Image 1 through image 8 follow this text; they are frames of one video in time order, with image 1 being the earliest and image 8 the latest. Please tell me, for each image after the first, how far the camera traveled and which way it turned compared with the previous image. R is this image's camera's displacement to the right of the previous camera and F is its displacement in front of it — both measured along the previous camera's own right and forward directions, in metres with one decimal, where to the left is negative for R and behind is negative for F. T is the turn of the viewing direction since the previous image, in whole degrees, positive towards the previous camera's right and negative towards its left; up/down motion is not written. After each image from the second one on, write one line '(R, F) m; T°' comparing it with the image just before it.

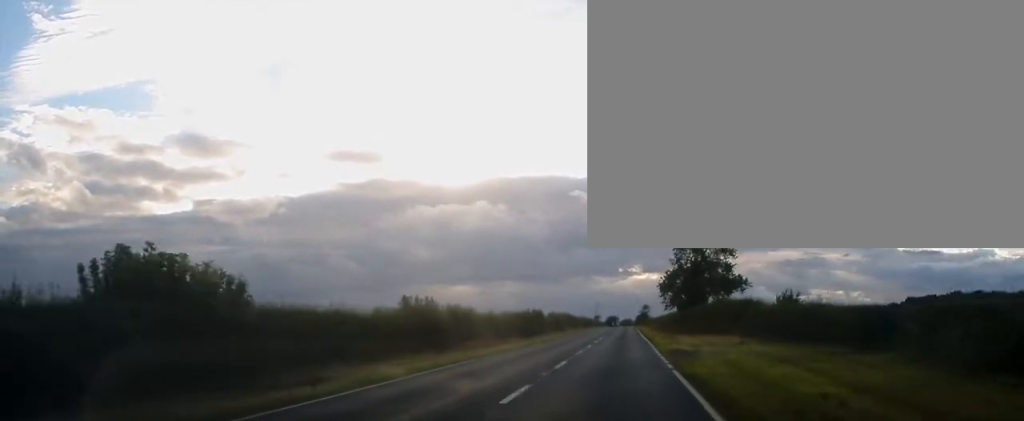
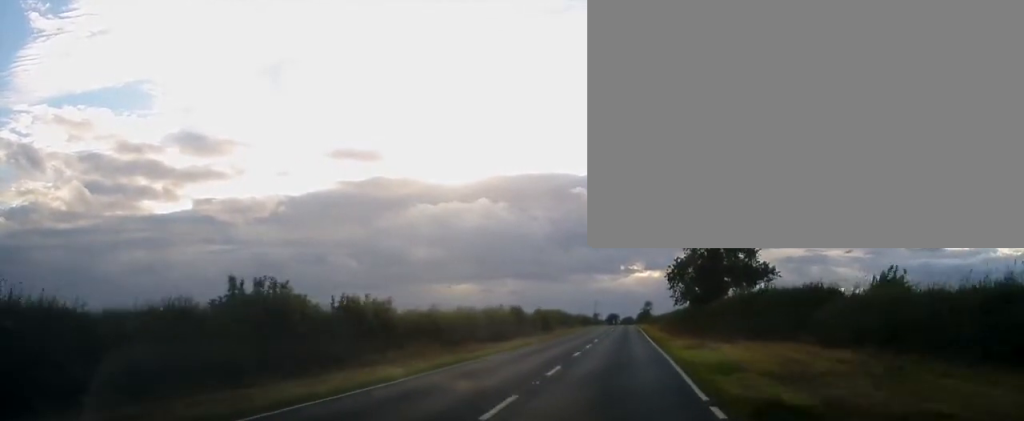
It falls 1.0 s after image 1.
(-0.4, +20.4) m; -1°
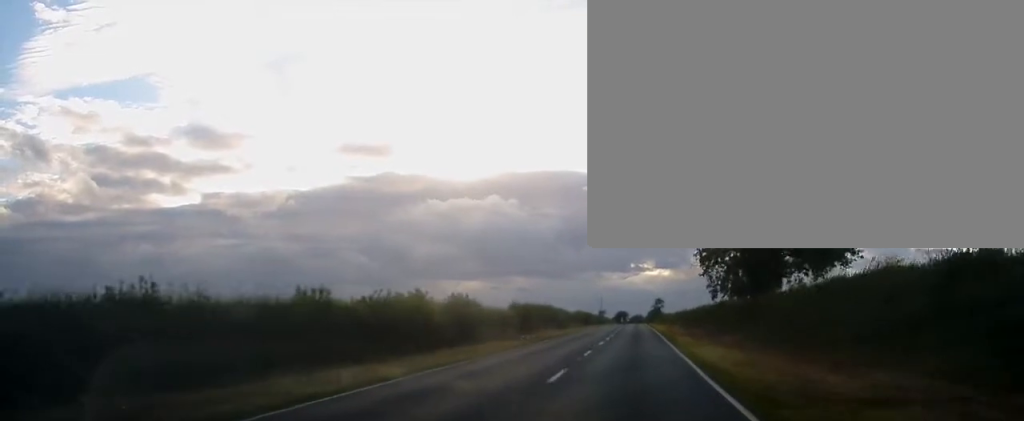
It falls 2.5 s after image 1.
(+0.6, +30.0) m; +1°
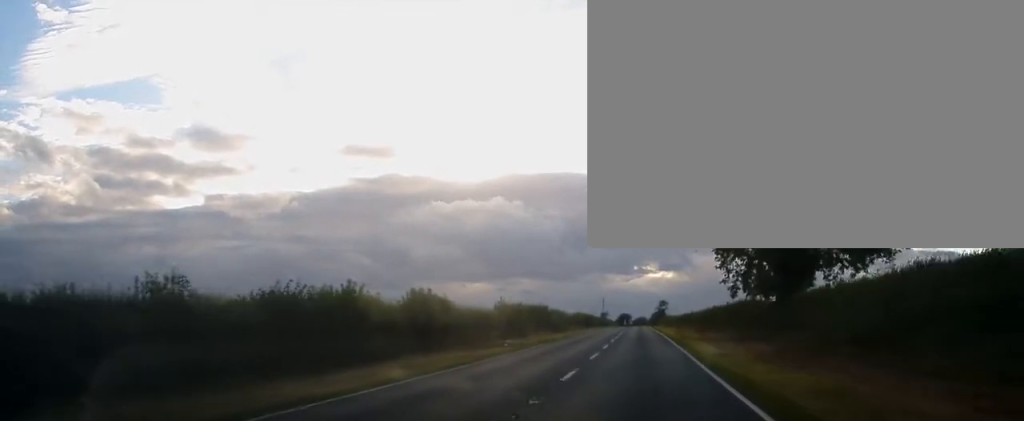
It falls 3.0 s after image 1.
(0.0, +10.1) m; -1°
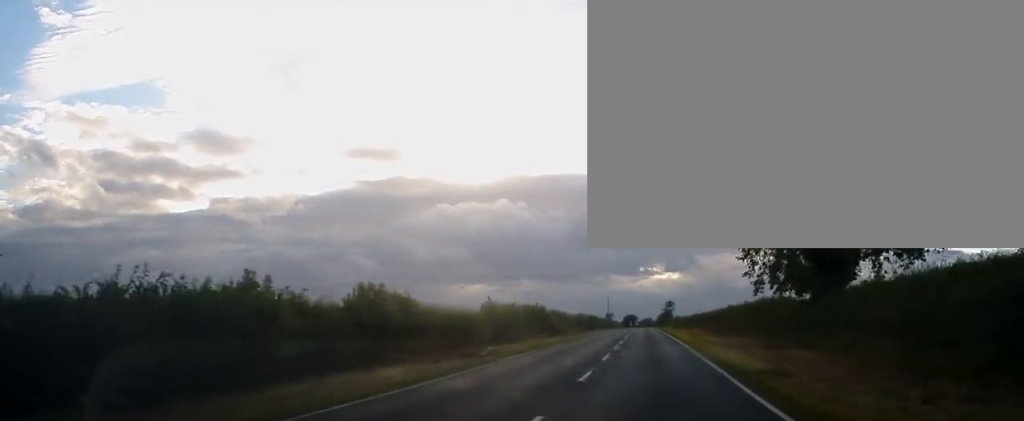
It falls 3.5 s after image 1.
(-0.2, +8.9) m; -1°
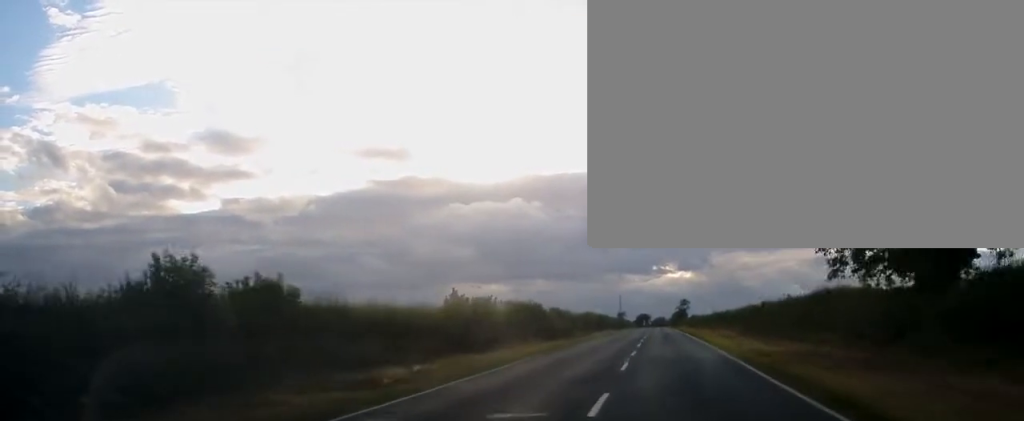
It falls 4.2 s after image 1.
(-0.2, +15.1) m; -1°
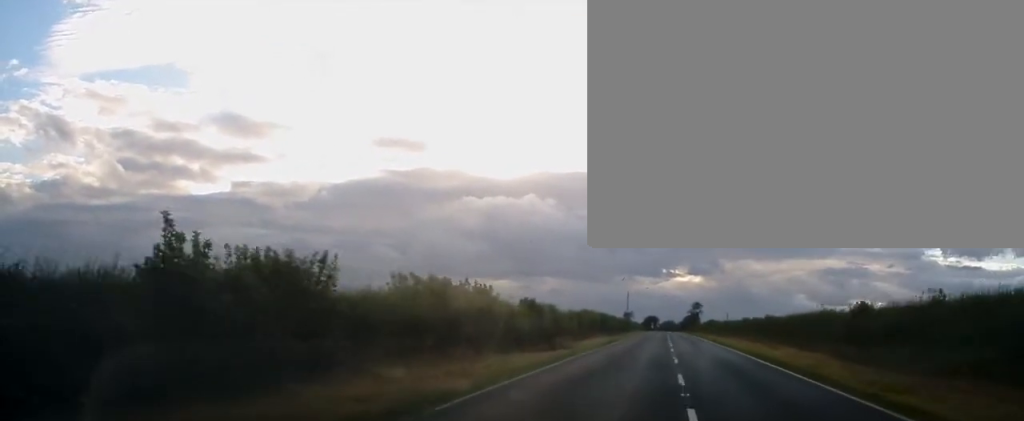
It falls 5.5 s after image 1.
(-0.1, +27.9) m; 0°
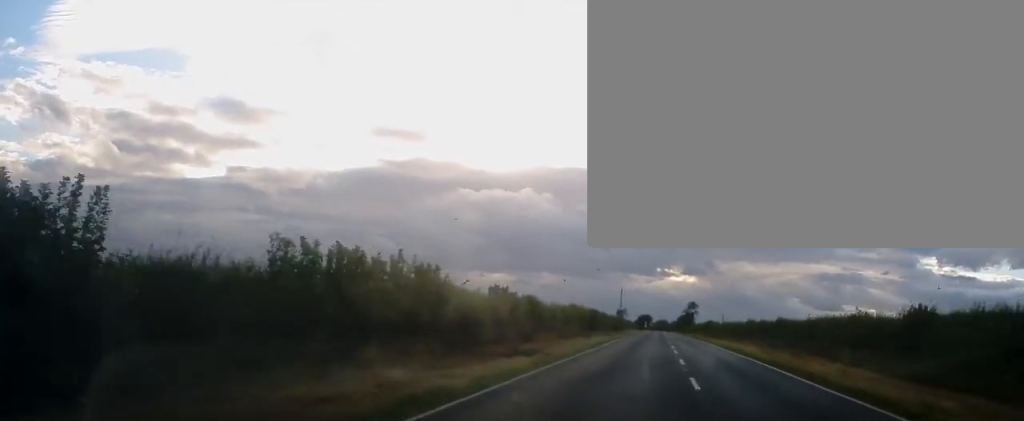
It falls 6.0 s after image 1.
(0.0, +9.9) m; 0°
